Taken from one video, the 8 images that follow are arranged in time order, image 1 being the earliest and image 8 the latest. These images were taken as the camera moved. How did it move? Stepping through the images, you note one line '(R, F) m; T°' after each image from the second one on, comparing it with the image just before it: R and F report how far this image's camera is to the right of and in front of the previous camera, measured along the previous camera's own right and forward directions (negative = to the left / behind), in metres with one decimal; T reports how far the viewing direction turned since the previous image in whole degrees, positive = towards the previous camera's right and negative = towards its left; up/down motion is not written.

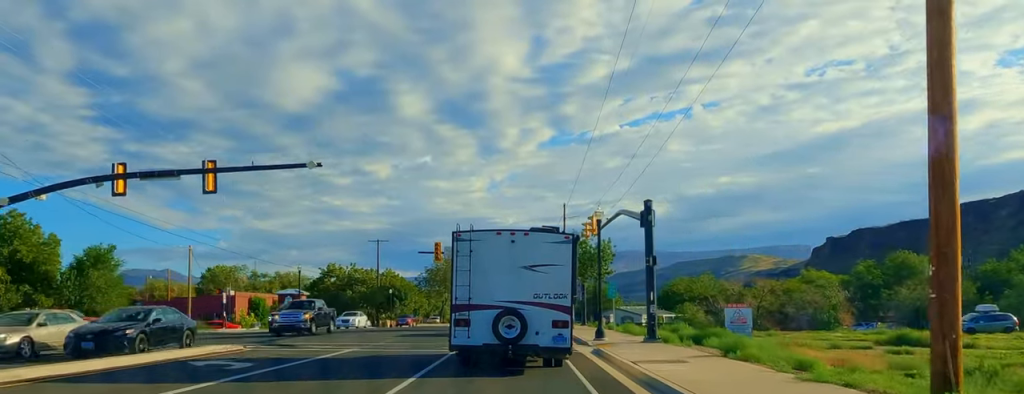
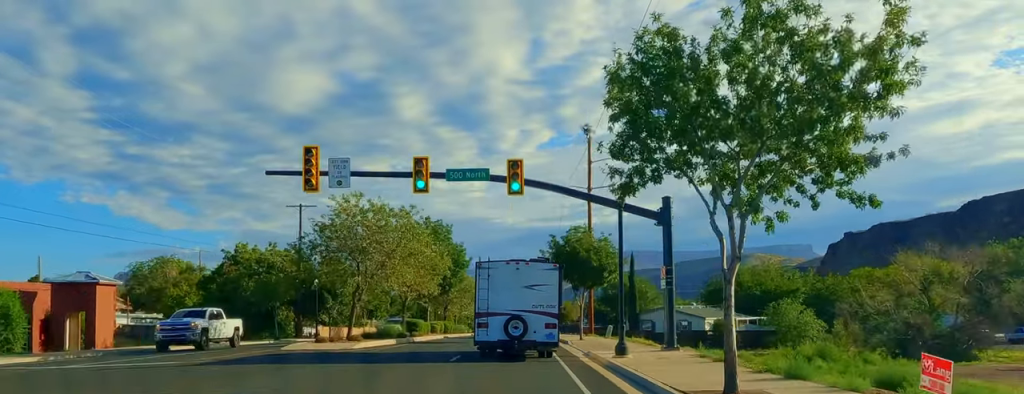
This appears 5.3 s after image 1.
(+0.6, +39.7) m; -2°
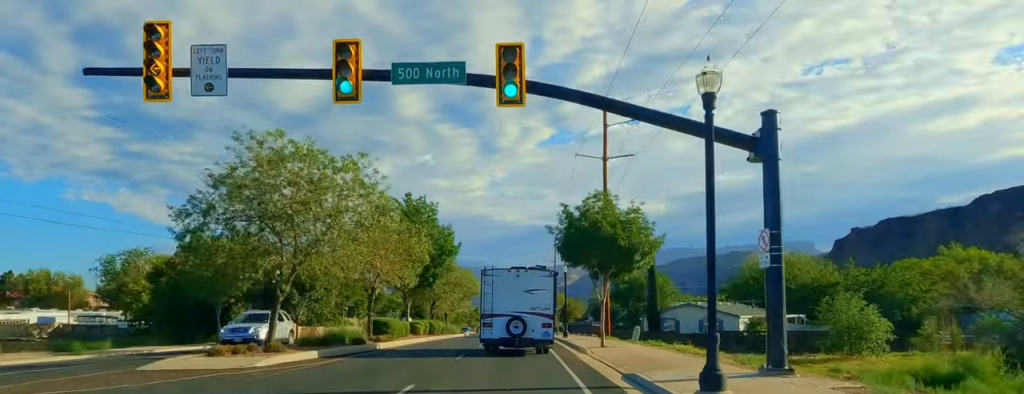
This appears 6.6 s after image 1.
(+0.3, +11.6) m; +1°
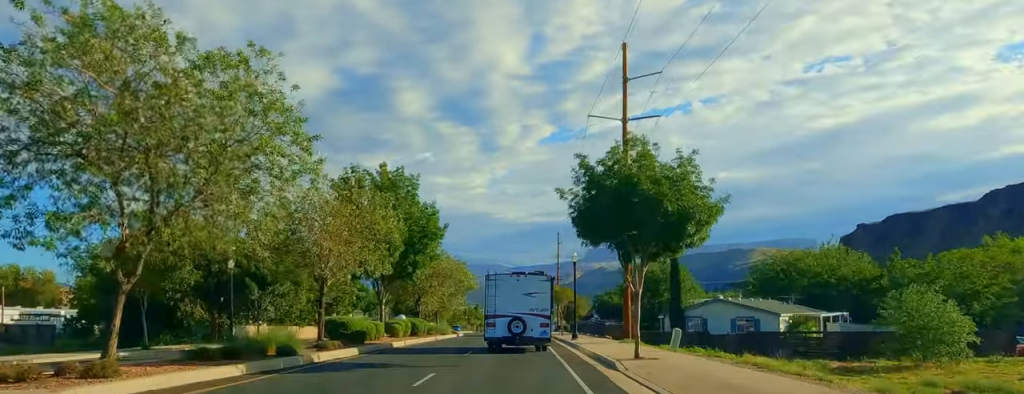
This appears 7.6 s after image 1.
(+0.3, +9.5) m; +2°
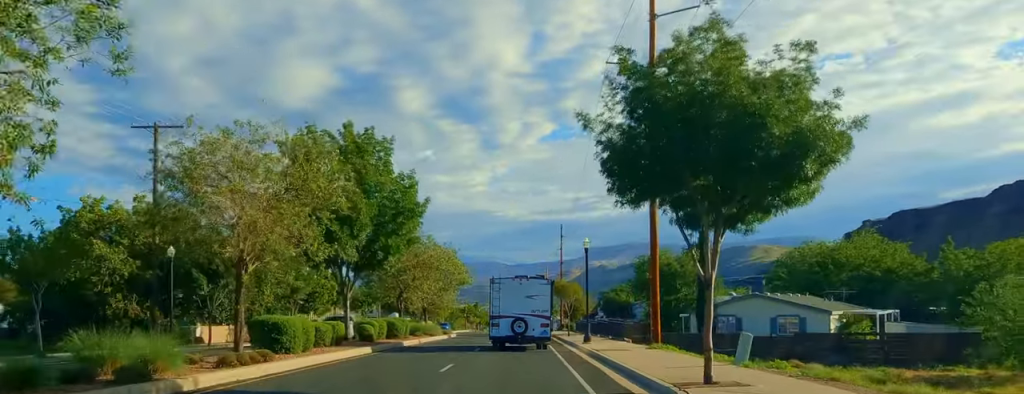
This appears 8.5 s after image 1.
(0.0, +8.9) m; -1°
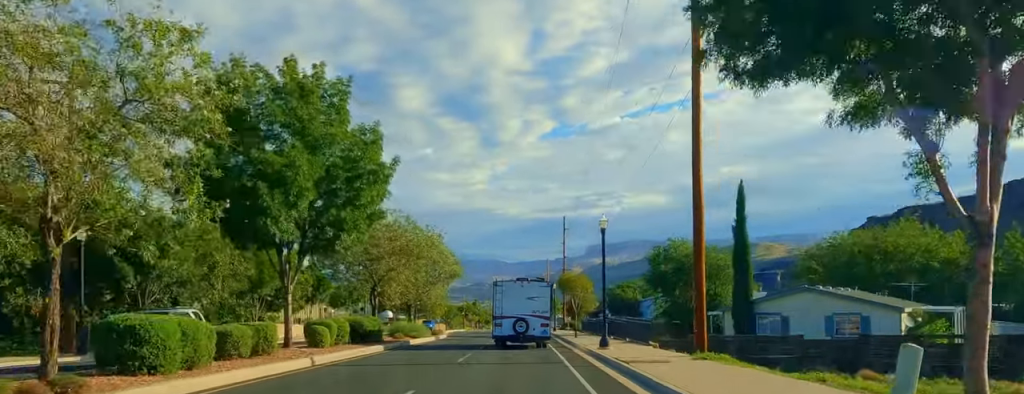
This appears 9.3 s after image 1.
(+0.1, +8.2) m; -1°
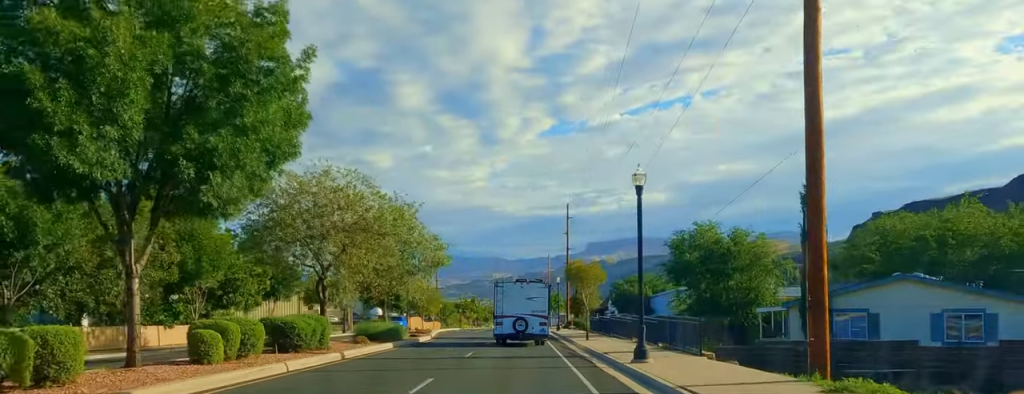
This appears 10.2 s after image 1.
(-0.1, +10.1) m; 0°
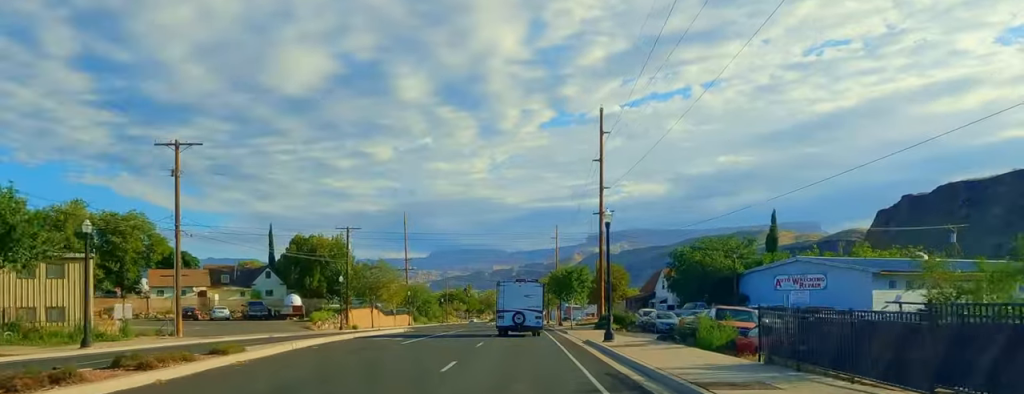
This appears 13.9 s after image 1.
(+0.9, +46.8) m; +1°
